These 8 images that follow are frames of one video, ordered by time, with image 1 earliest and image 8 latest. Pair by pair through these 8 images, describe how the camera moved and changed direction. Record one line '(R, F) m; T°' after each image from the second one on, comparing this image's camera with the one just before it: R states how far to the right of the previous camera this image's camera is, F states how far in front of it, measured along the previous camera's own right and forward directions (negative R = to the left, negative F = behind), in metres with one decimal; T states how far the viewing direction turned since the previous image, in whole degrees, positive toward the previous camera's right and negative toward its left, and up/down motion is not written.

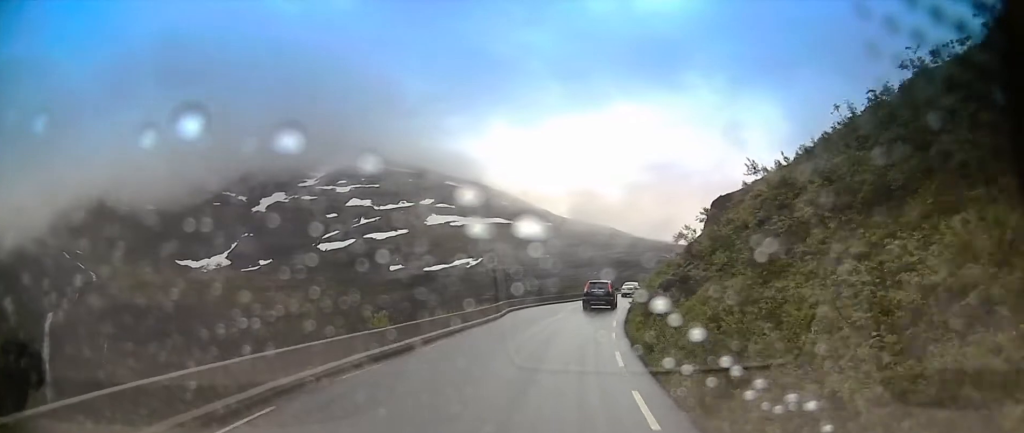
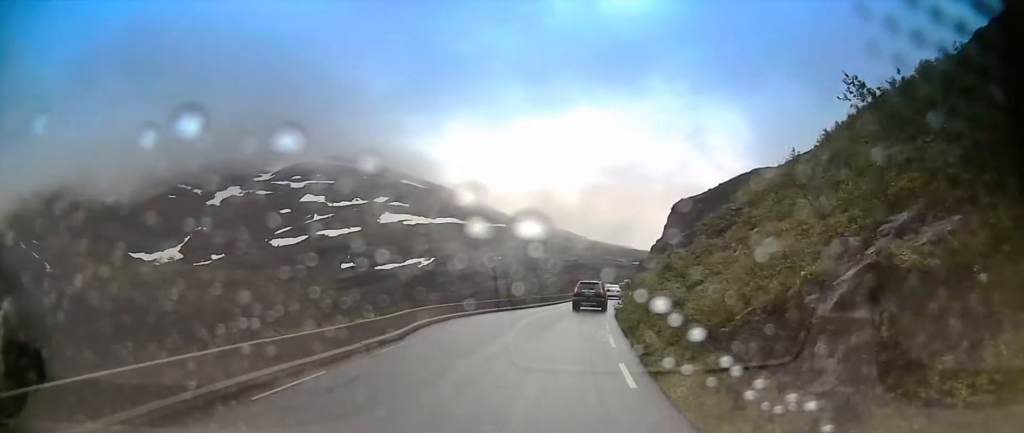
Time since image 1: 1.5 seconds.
(+0.6, +15.5) m; +5°
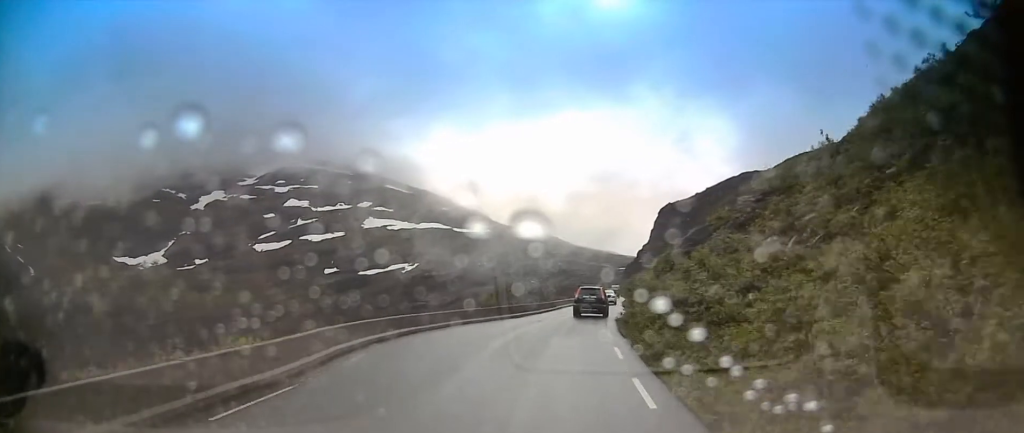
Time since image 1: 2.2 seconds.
(+0.1, +7.6) m; +4°
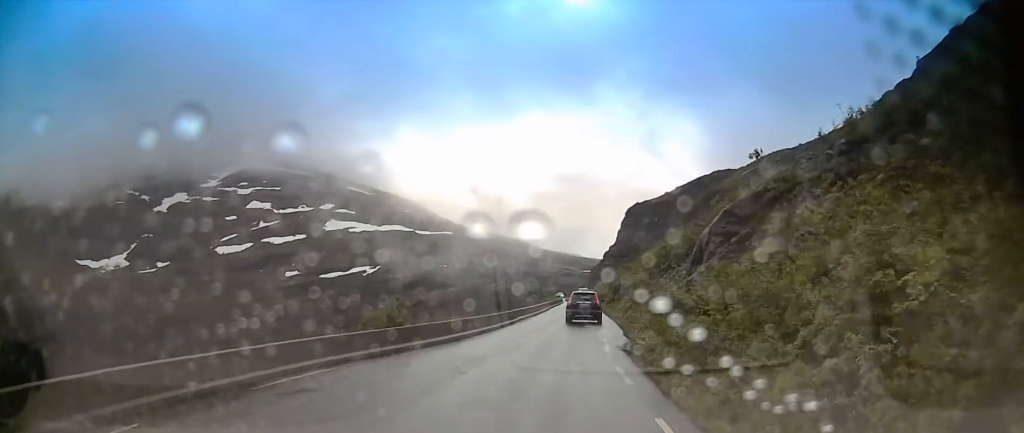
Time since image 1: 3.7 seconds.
(+1.1, +15.2) m; +6°
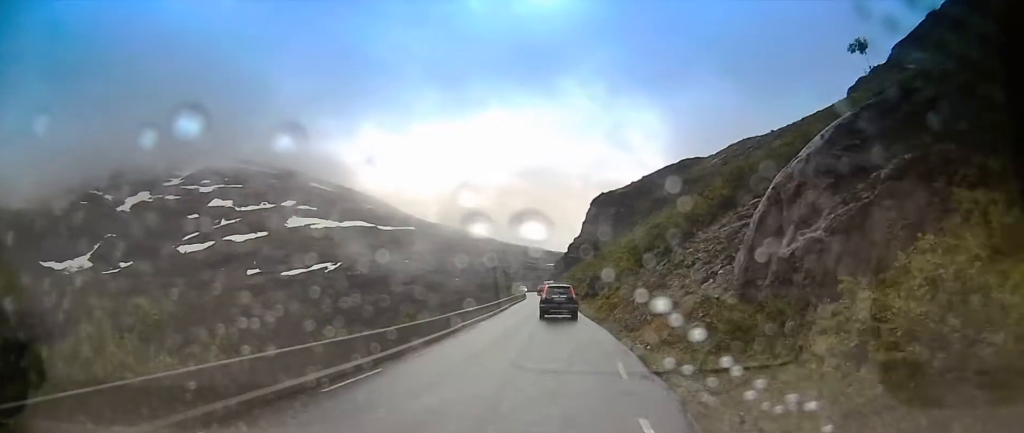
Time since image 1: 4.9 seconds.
(-0.2, +12.0) m; -1°
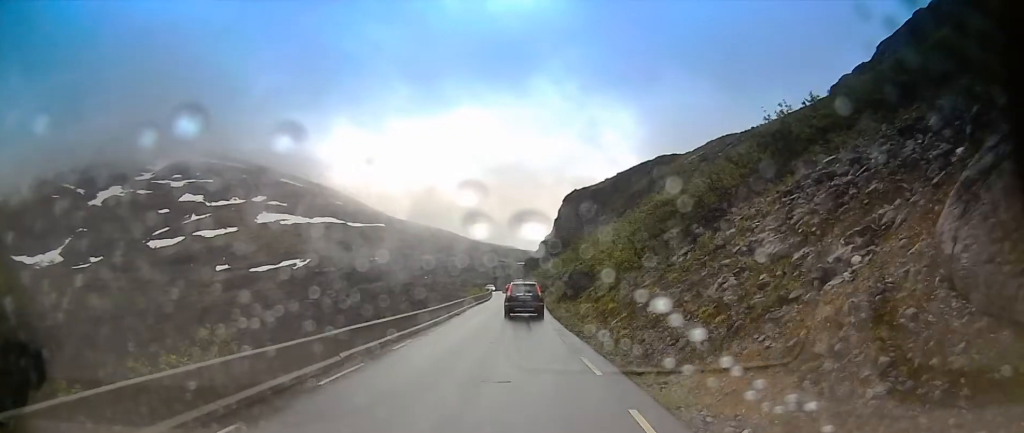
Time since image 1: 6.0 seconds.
(0.0, +10.6) m; +2°
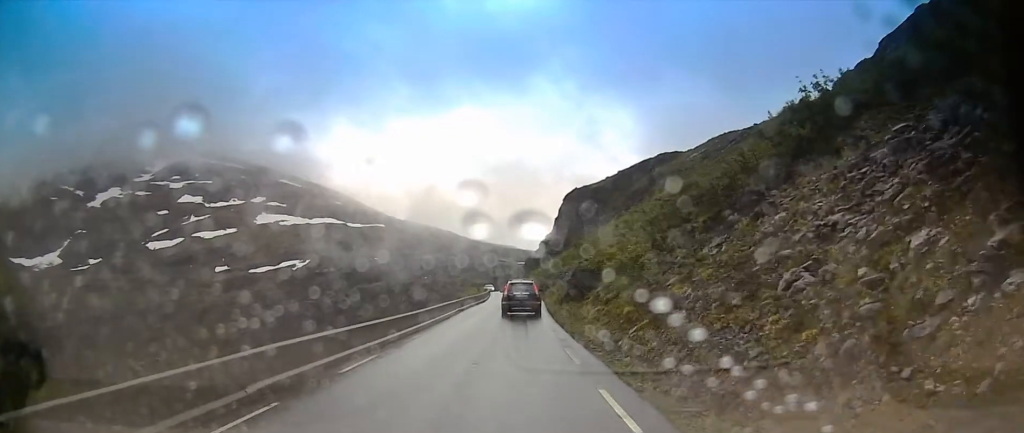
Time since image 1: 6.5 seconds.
(-0.1, +4.3) m; +2°
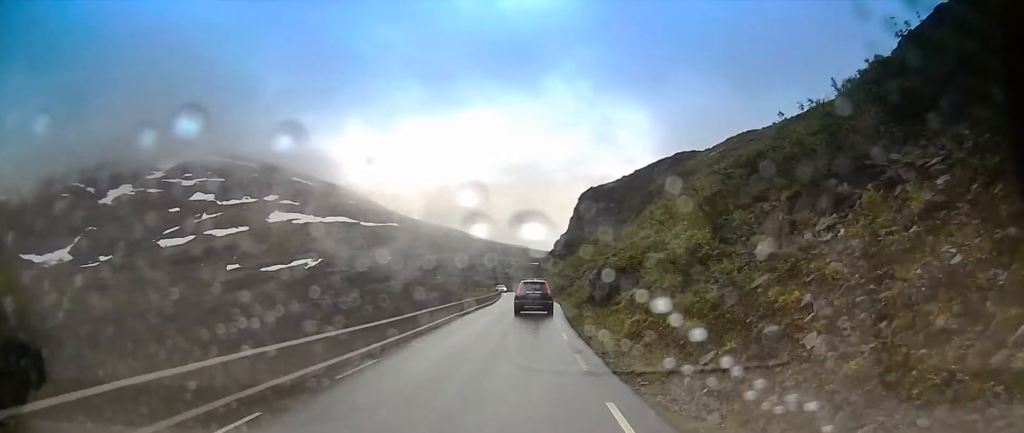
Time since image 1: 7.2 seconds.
(+0.4, +6.6) m; 0°
